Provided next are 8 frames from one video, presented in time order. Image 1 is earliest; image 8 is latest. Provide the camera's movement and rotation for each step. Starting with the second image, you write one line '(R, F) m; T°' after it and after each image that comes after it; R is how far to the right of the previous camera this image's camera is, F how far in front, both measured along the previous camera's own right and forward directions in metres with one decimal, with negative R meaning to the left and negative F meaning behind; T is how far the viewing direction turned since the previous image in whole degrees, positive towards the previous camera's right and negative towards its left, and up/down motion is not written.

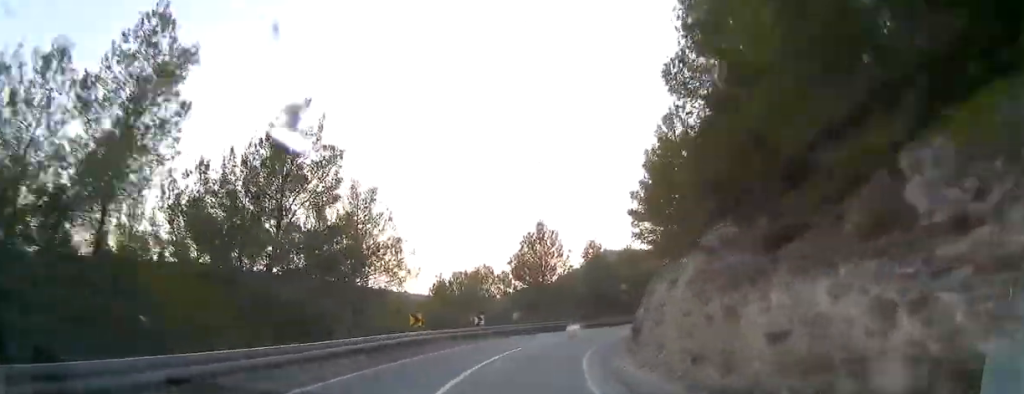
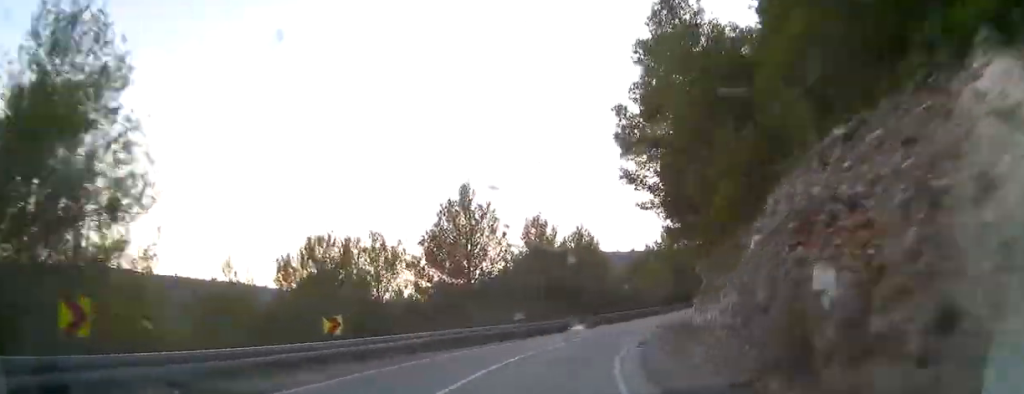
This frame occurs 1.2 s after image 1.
(+0.1, +16.0) m; +5°
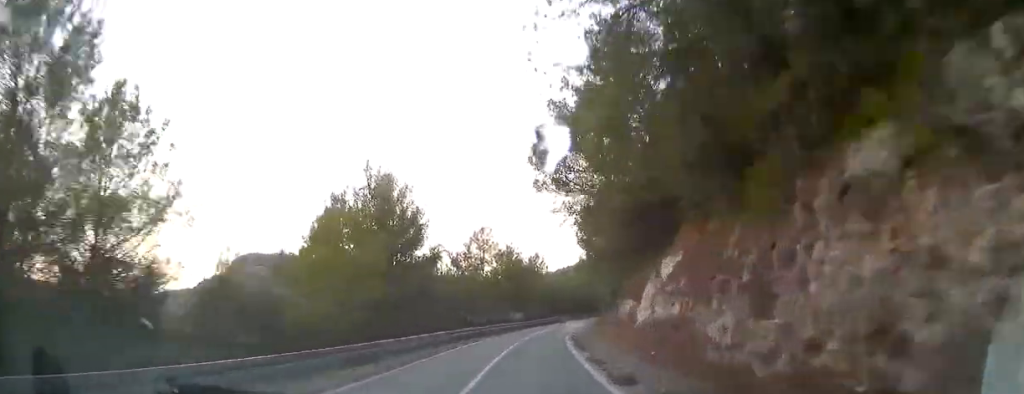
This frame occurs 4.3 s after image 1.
(+8.9, +44.0) m; +21°
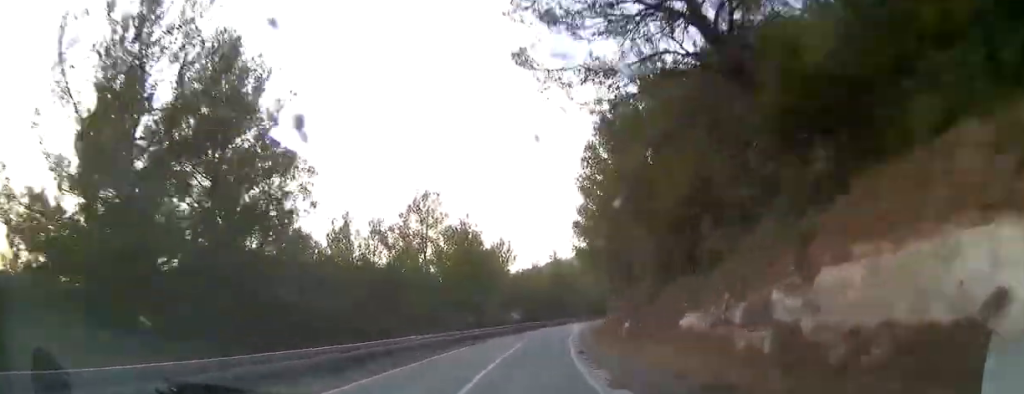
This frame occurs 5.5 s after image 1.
(+1.4, +20.4) m; +6°
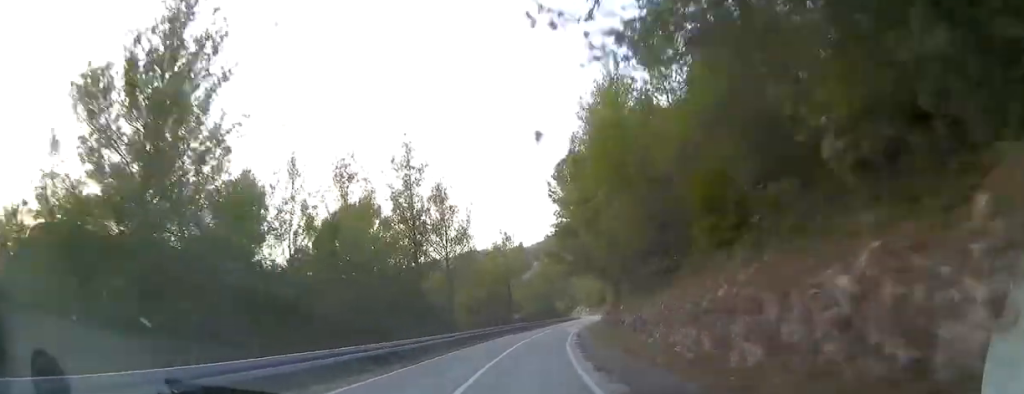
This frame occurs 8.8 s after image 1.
(+5.6, +55.2) m; +12°
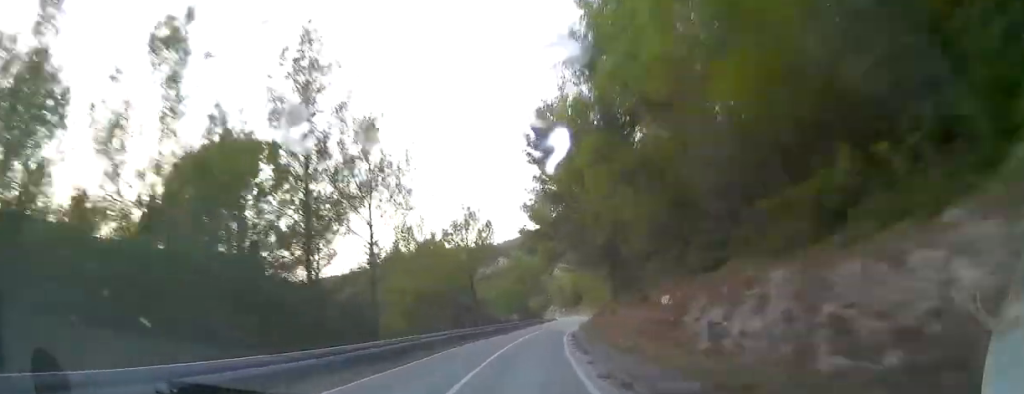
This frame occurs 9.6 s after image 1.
(+0.7, +14.2) m; +3°
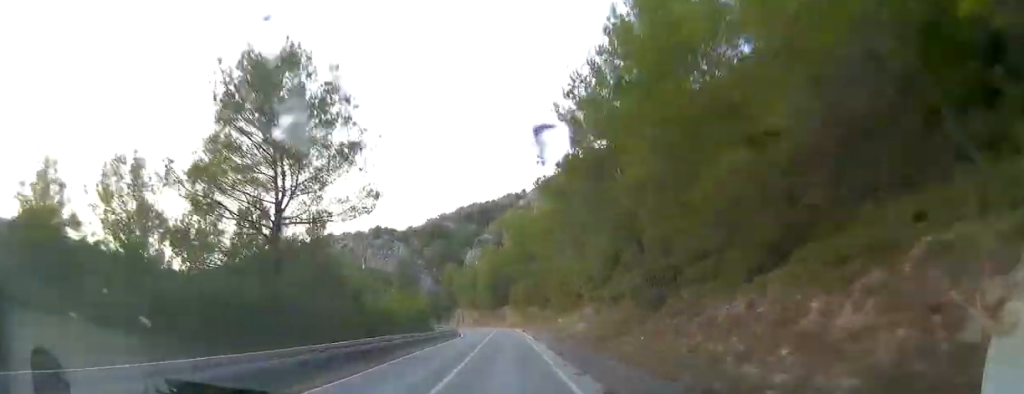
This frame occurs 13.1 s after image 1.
(+6.2, +61.7) m; +9°
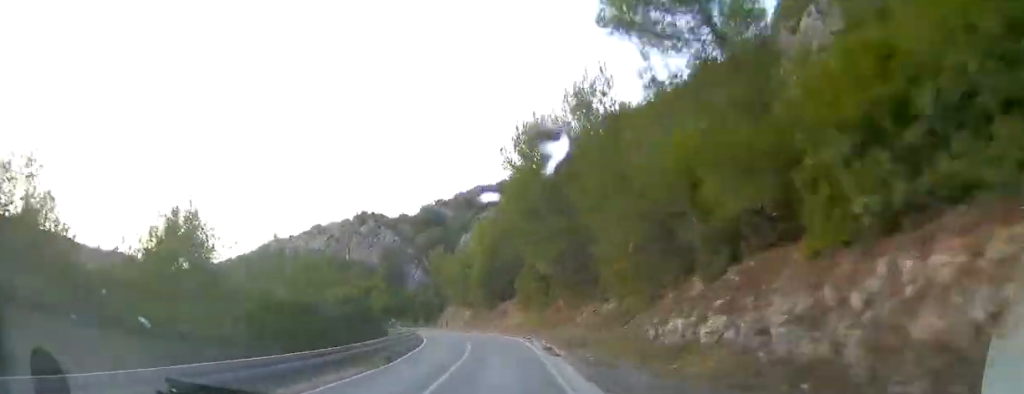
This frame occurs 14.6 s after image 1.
(+0.7, +27.2) m; 0°
